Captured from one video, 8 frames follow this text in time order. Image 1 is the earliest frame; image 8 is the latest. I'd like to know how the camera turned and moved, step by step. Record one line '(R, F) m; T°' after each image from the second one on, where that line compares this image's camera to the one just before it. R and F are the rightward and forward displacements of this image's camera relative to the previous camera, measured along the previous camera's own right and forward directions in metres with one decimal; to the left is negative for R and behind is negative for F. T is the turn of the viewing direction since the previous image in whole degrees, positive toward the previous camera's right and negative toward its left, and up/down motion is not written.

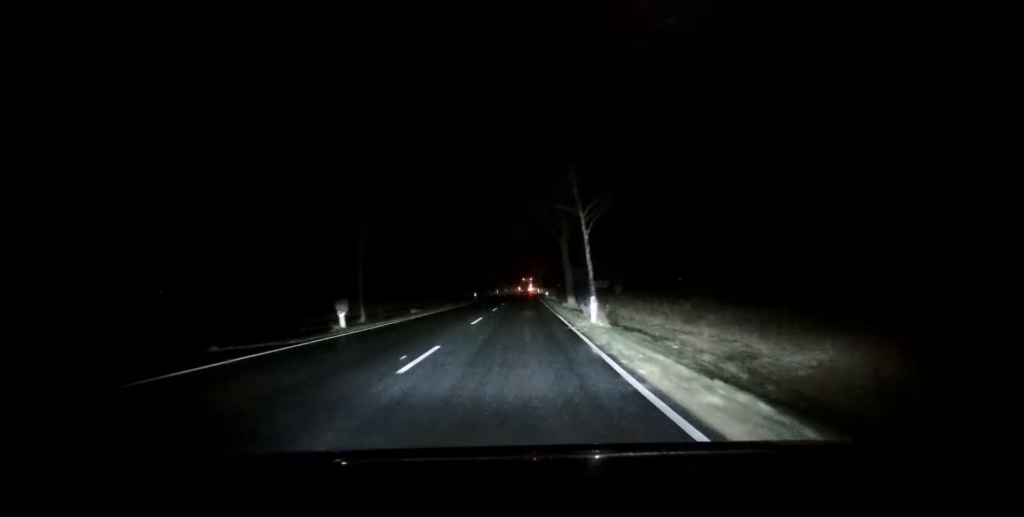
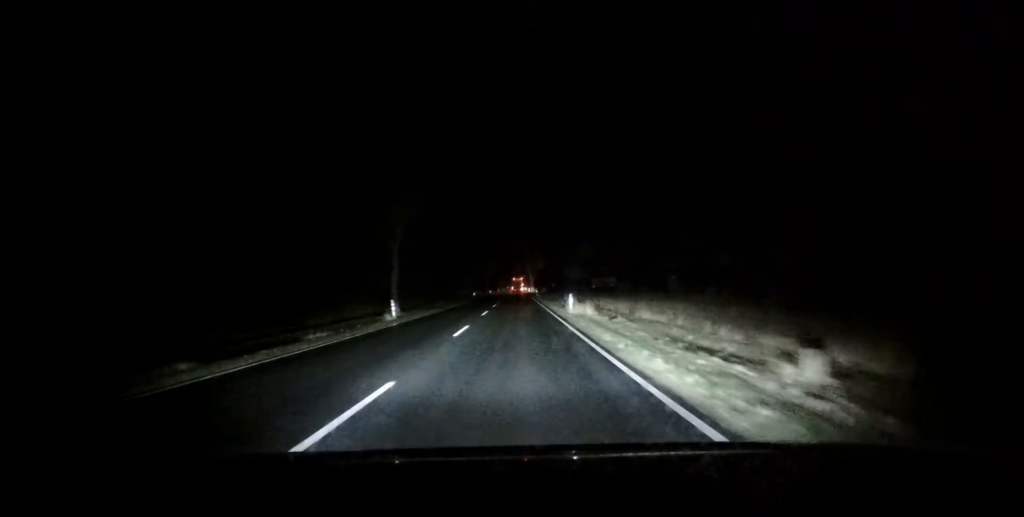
(+0.4, +41.1) m; +1°
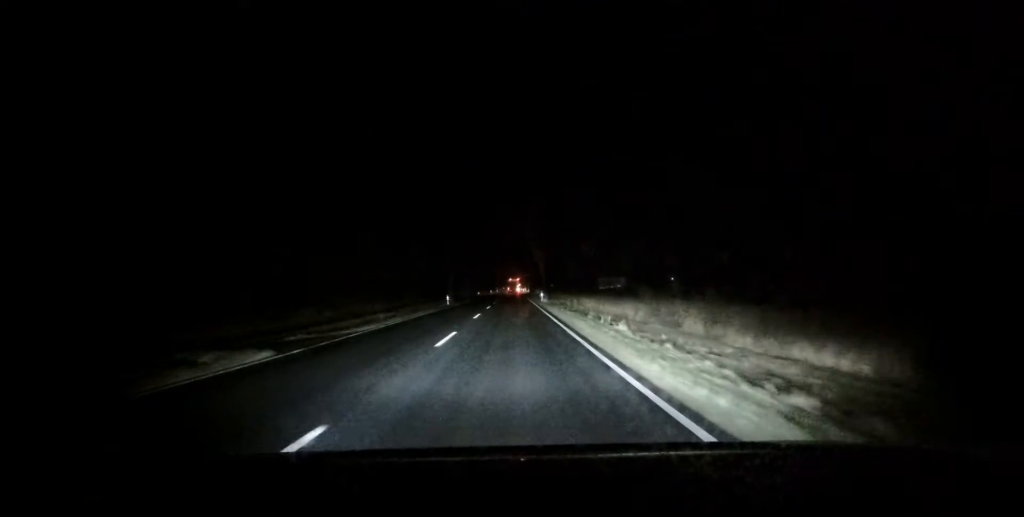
(+0.1, +26.8) m; 0°
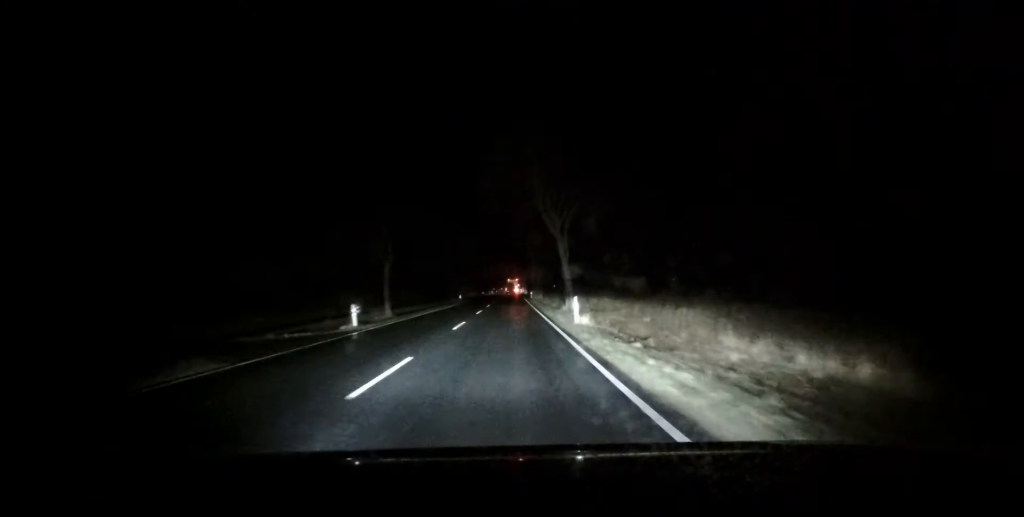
(+0.3, +30.7) m; +1°
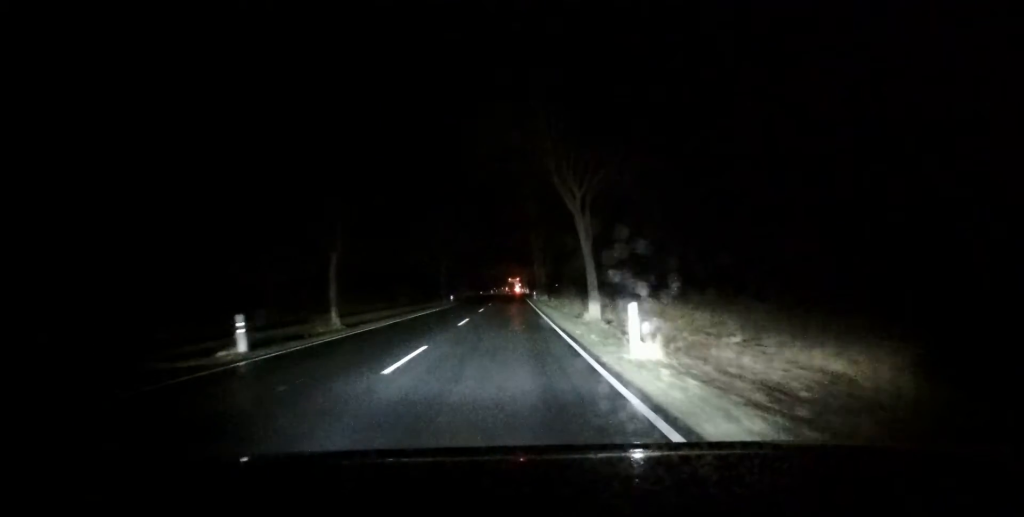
(+0.1, +10.0) m; 0°
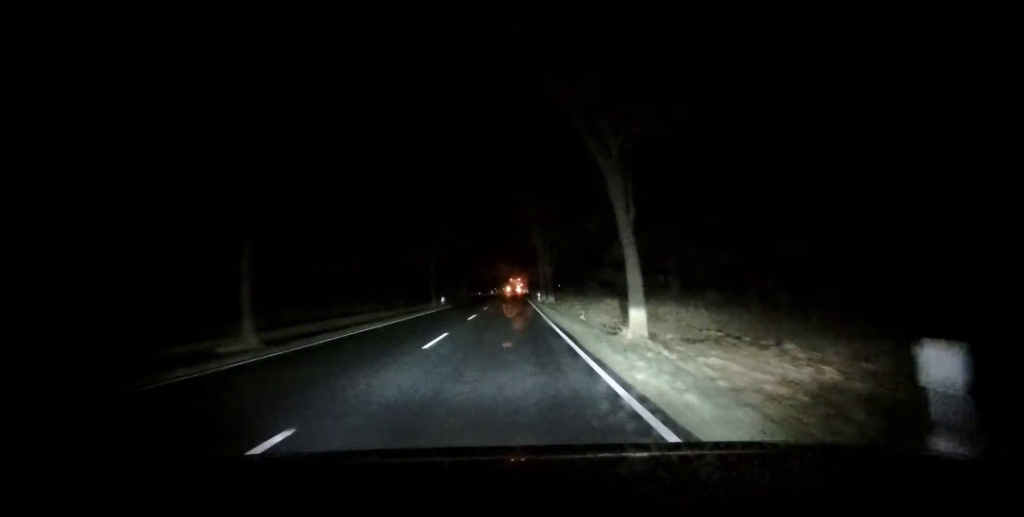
(-0.1, +8.1) m; 0°
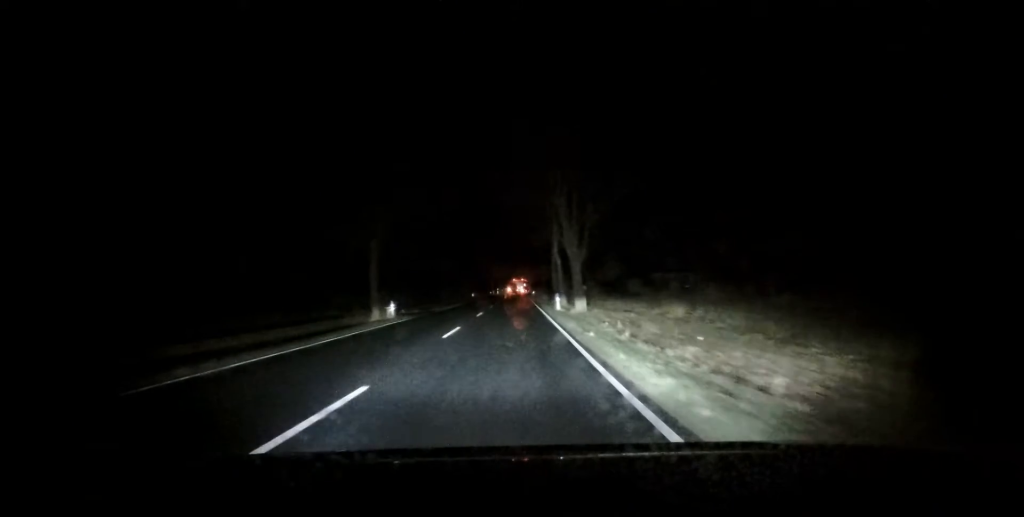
(-0.2, +21.5) m; 0°
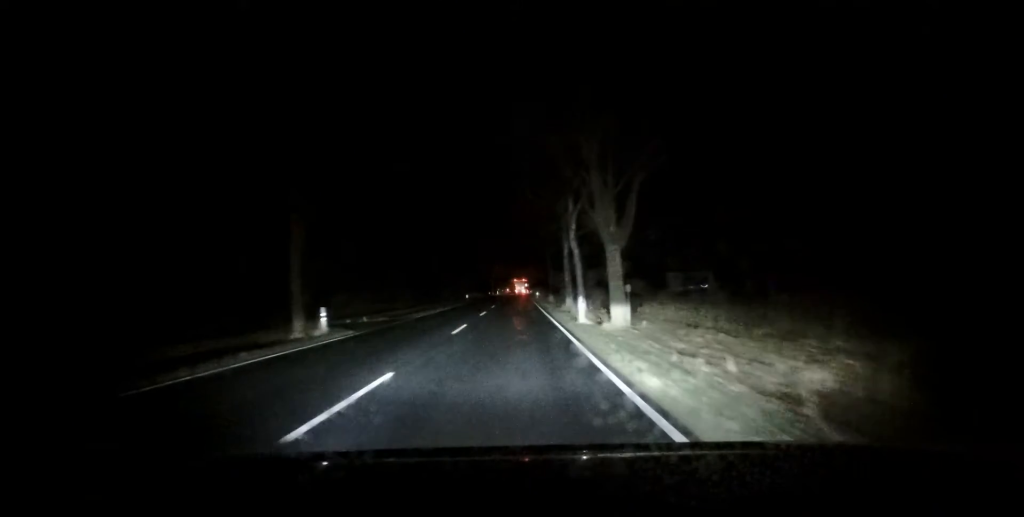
(0.0, +10.8) m; 0°
